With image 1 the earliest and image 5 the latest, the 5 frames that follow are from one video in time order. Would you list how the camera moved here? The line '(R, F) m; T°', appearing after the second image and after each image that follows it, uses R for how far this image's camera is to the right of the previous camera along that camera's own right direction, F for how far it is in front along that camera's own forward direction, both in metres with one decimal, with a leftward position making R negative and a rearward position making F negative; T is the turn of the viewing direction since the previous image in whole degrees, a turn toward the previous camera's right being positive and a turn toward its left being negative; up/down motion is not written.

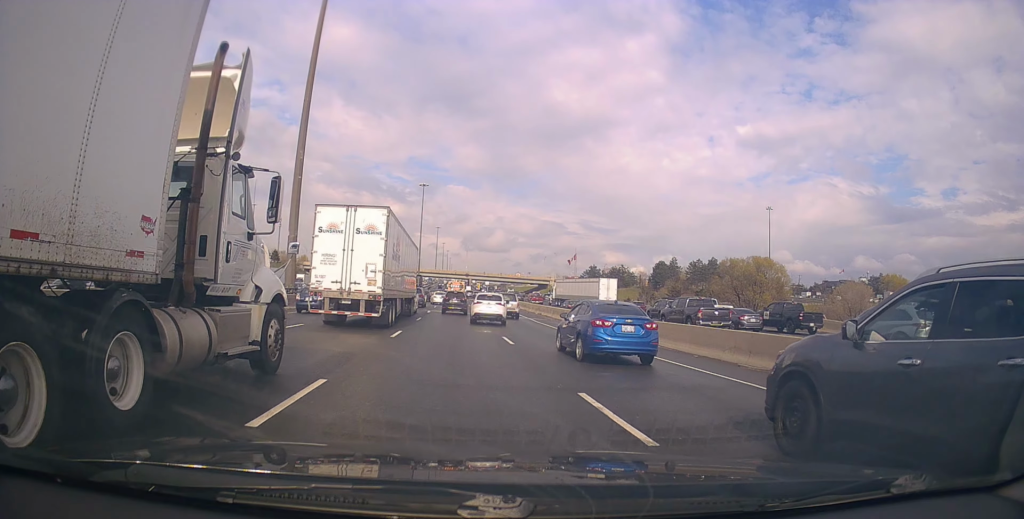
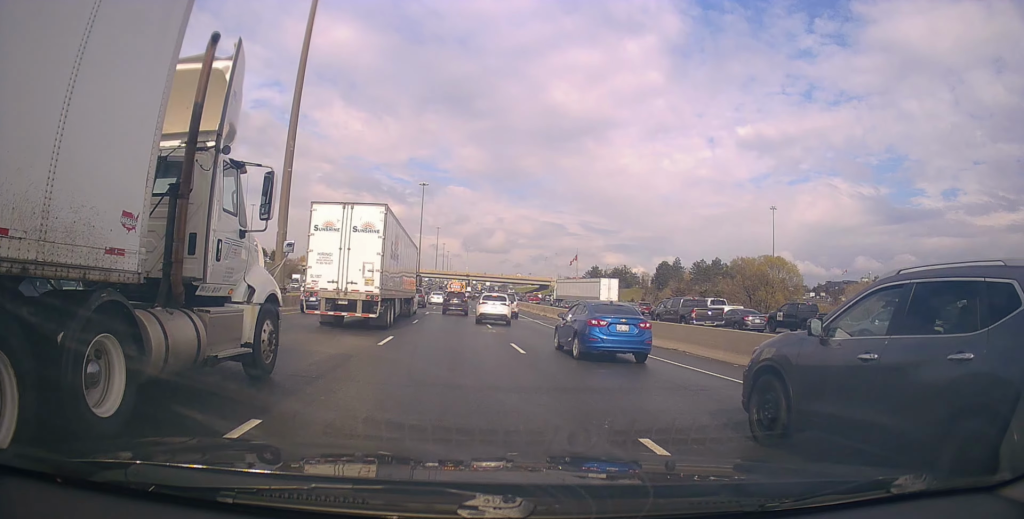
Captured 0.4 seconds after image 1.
(+0.3, +2.8) m; +1°
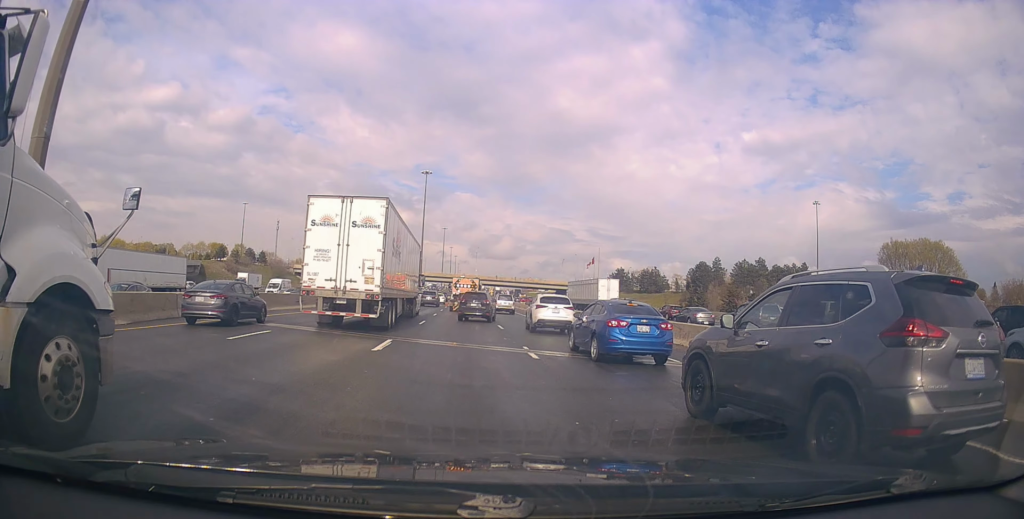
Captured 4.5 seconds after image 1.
(-2.2, +25.2) m; -7°
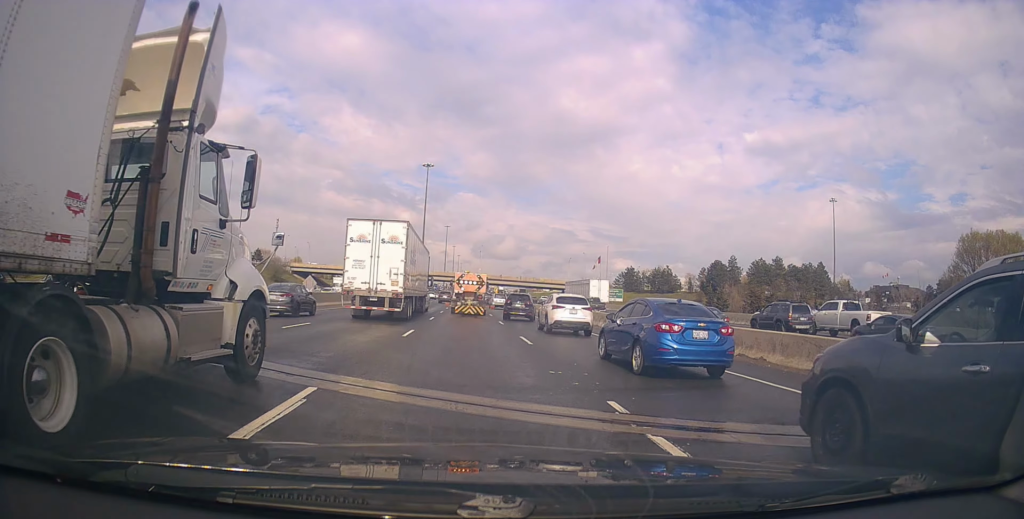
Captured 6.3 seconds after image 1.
(+0.4, +8.0) m; +7°
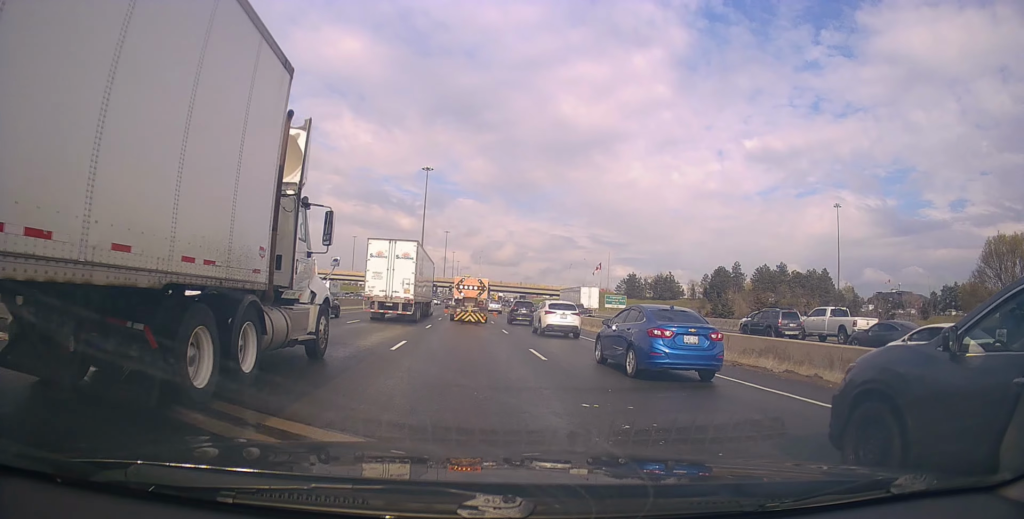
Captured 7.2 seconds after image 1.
(0.0, +2.7) m; 0°
